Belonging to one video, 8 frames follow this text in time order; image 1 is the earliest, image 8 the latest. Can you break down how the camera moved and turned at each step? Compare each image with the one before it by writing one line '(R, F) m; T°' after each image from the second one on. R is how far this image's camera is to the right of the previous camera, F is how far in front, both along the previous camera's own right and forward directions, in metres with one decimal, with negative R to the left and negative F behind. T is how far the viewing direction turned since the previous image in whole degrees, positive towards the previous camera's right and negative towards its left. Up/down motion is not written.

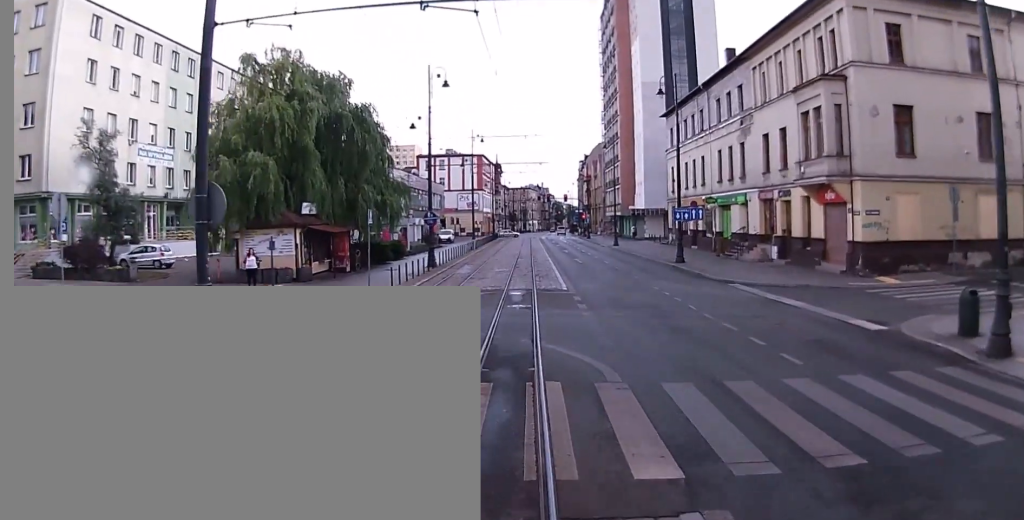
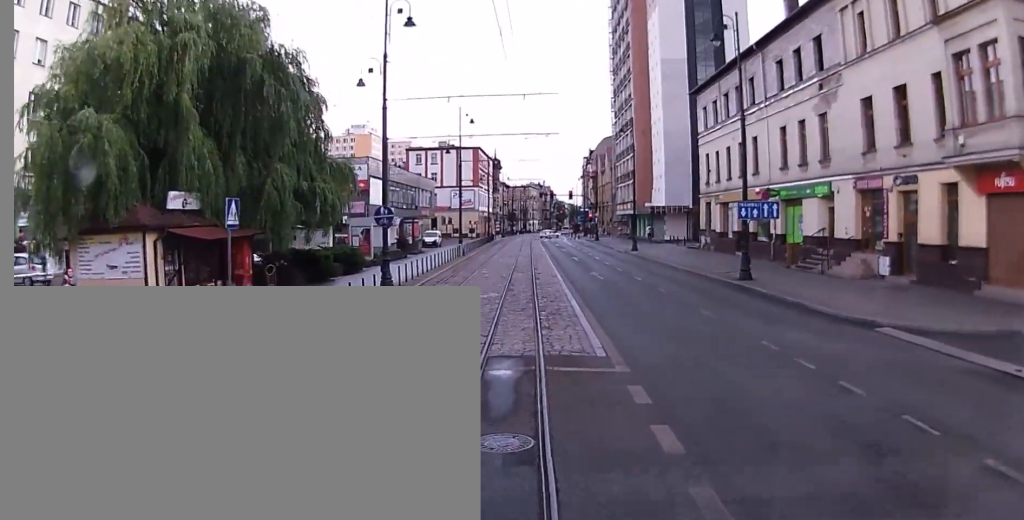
(-0.1, +12.6) m; -2°
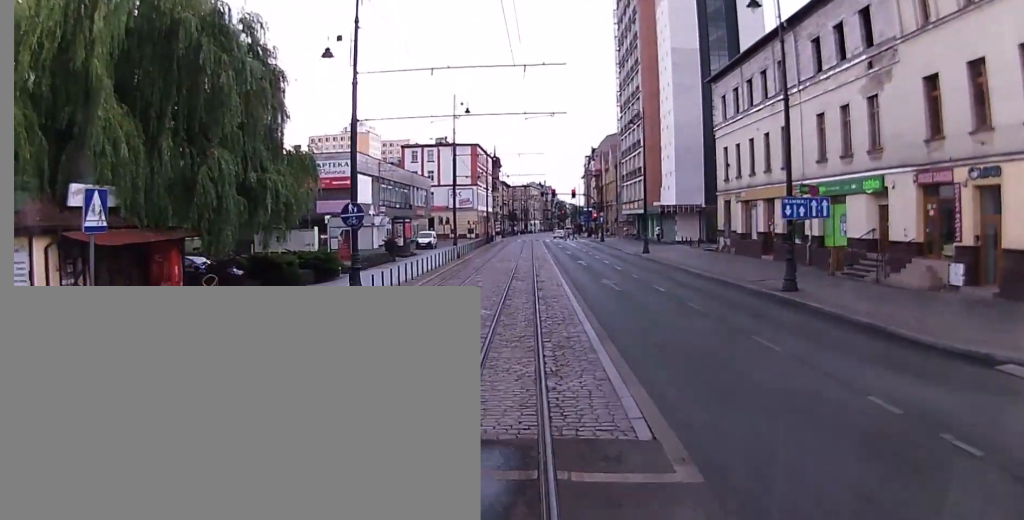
(-0.2, +5.0) m; 0°
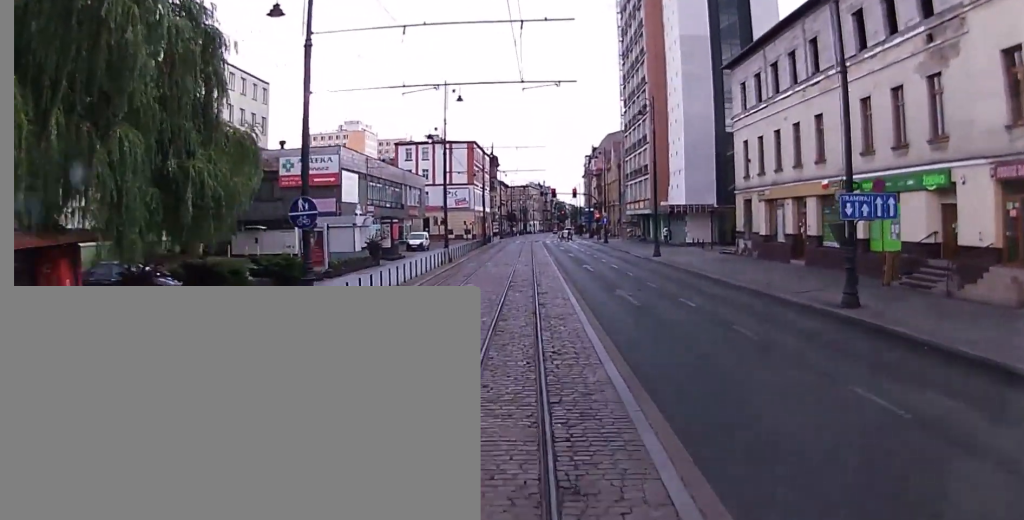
(+0.1, +4.8) m; +1°
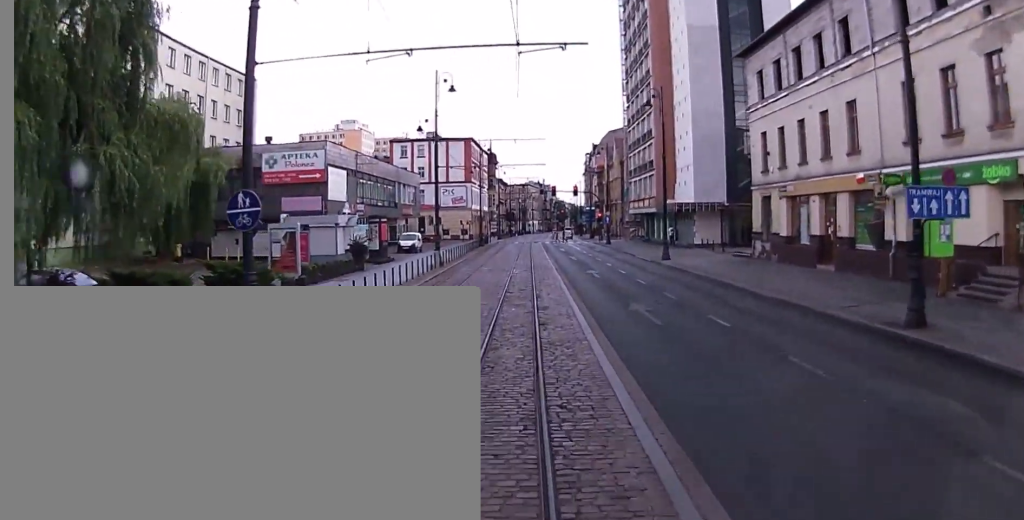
(+0.1, +3.7) m; +1°
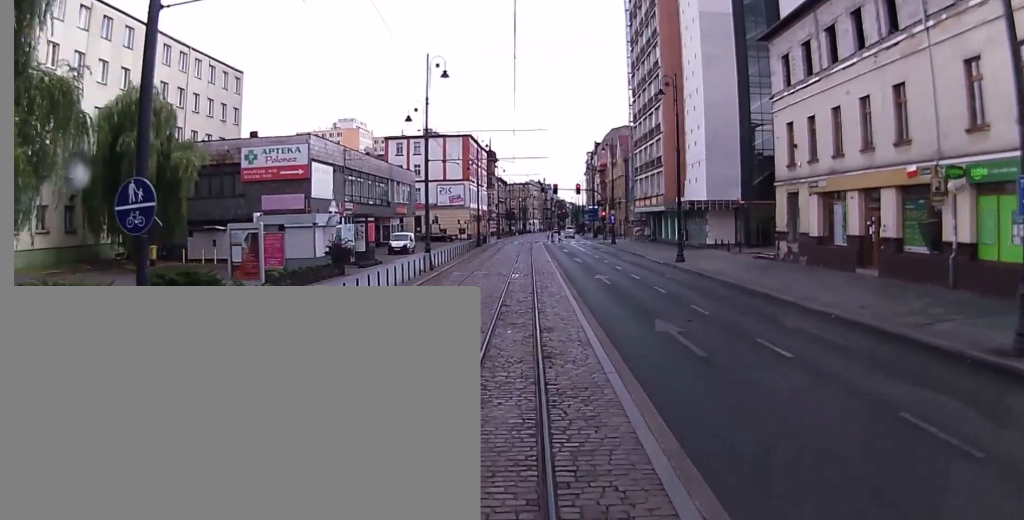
(0.0, +4.2) m; -1°
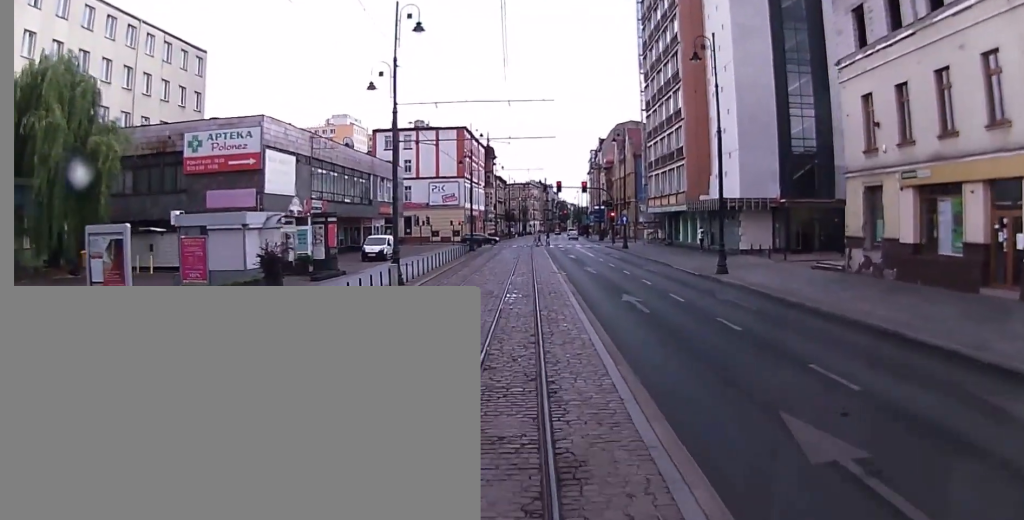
(-0.3, +9.0) m; -1°
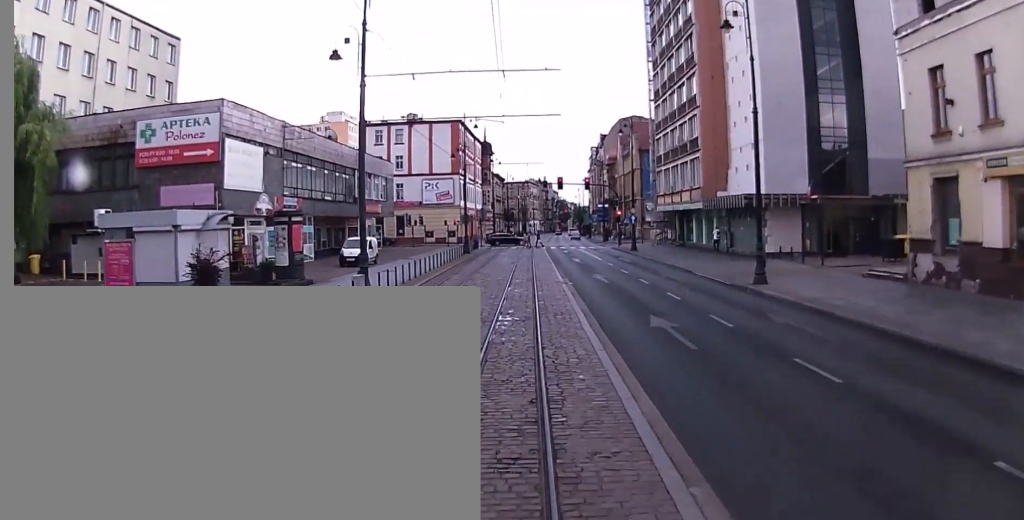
(+0.2, +5.4) m; 0°
